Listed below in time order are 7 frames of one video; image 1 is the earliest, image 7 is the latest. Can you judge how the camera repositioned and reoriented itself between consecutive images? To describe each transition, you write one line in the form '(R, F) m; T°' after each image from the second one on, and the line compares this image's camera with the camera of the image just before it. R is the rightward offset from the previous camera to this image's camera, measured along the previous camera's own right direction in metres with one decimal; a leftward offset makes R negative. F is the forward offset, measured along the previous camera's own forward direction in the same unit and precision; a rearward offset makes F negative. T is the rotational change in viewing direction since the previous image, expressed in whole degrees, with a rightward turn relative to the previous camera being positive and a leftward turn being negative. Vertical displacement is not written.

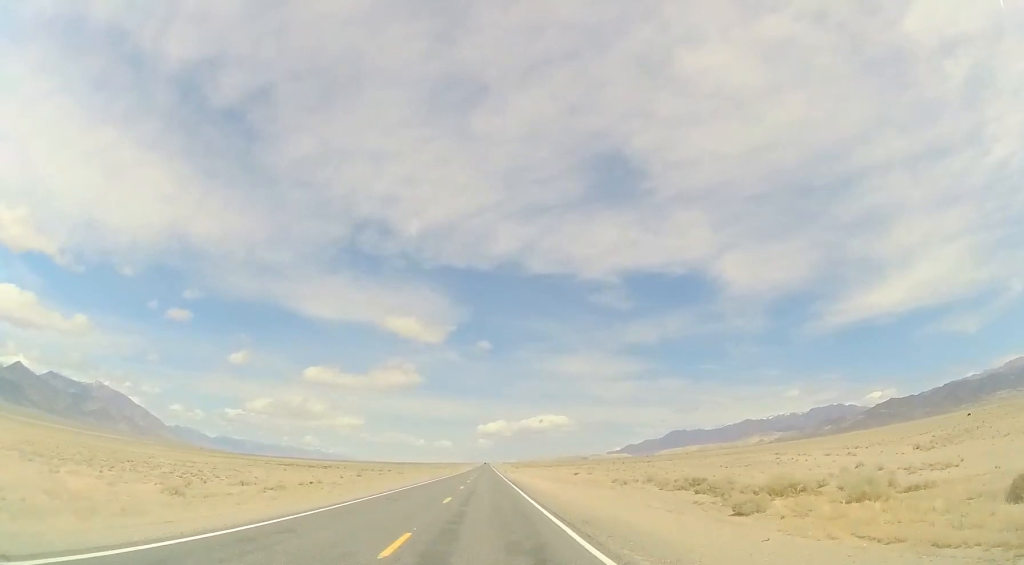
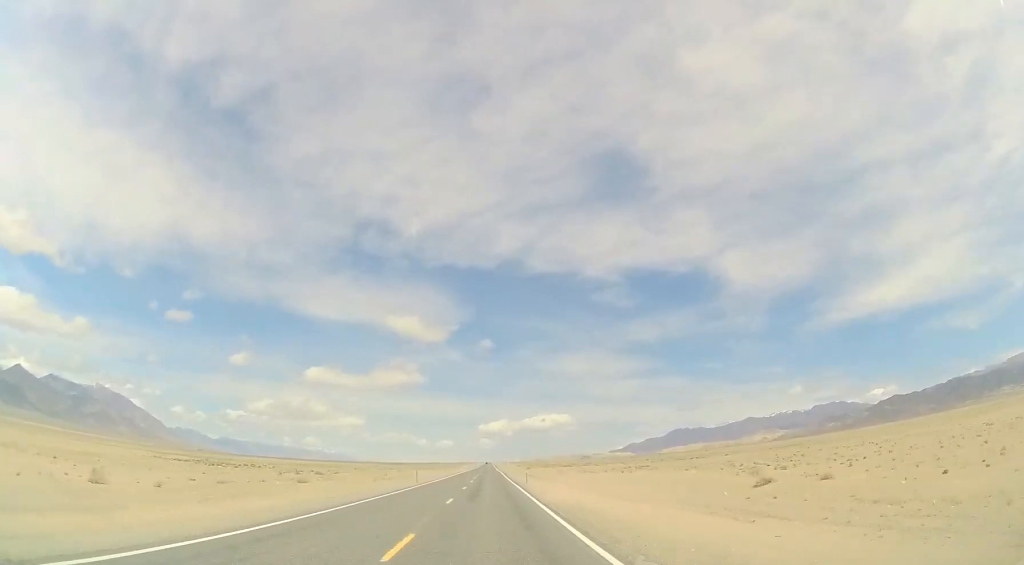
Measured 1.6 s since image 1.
(0.0, +54.5) m; 0°
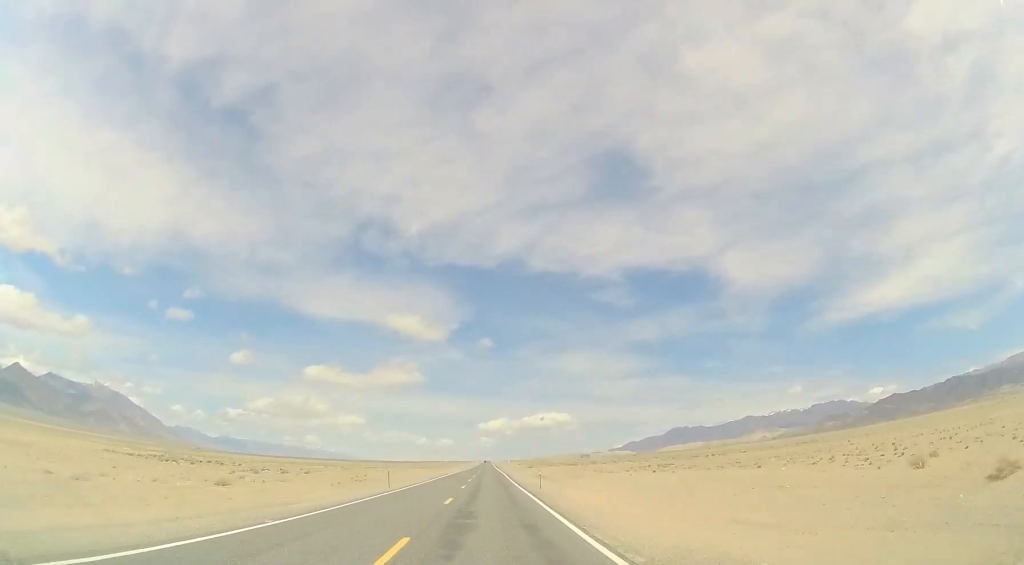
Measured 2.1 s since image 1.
(+0.2, +14.4) m; 0°
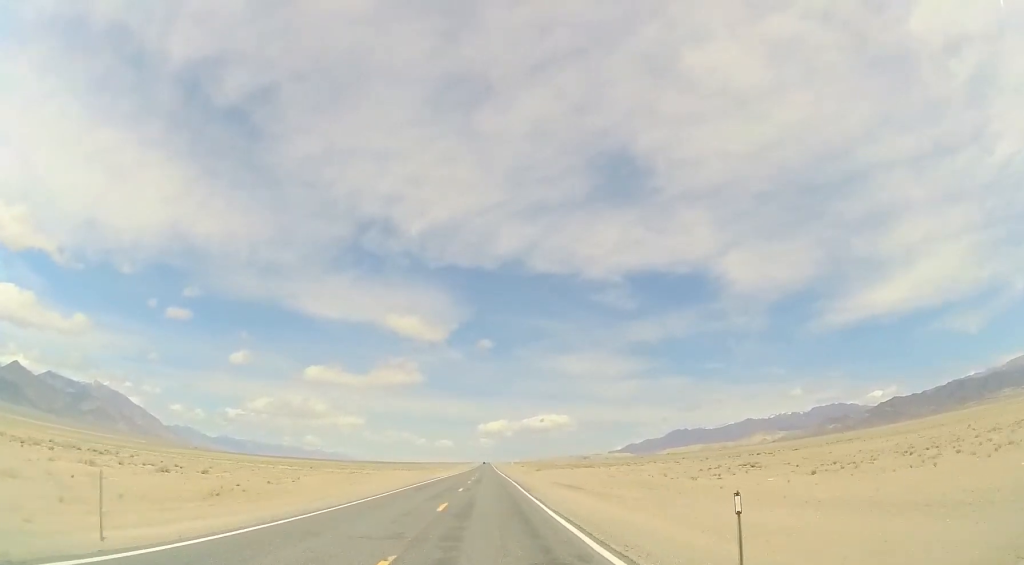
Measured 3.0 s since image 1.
(-0.5, +30.0) m; 0°
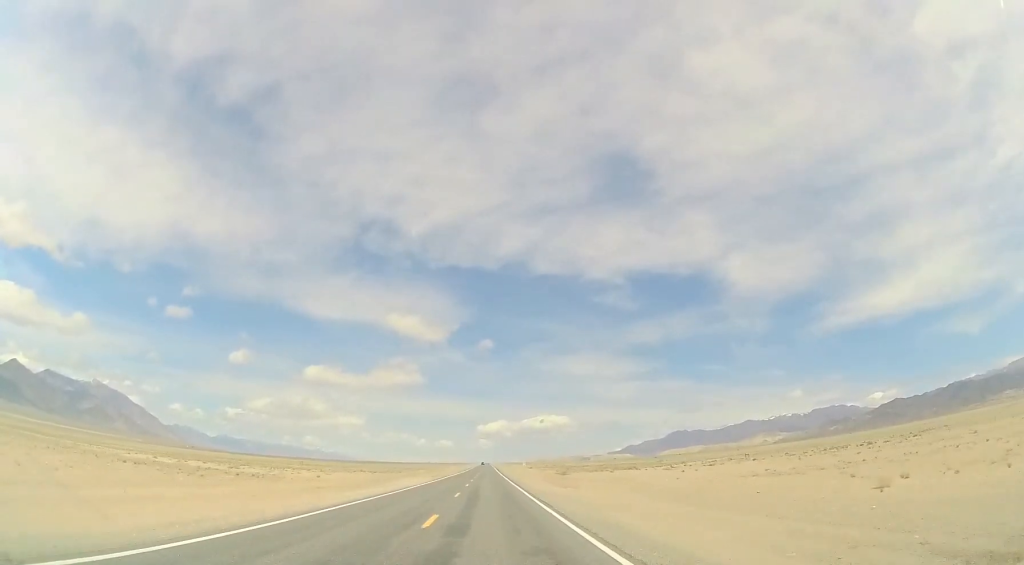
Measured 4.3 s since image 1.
(+0.5, +45.6) m; 0°
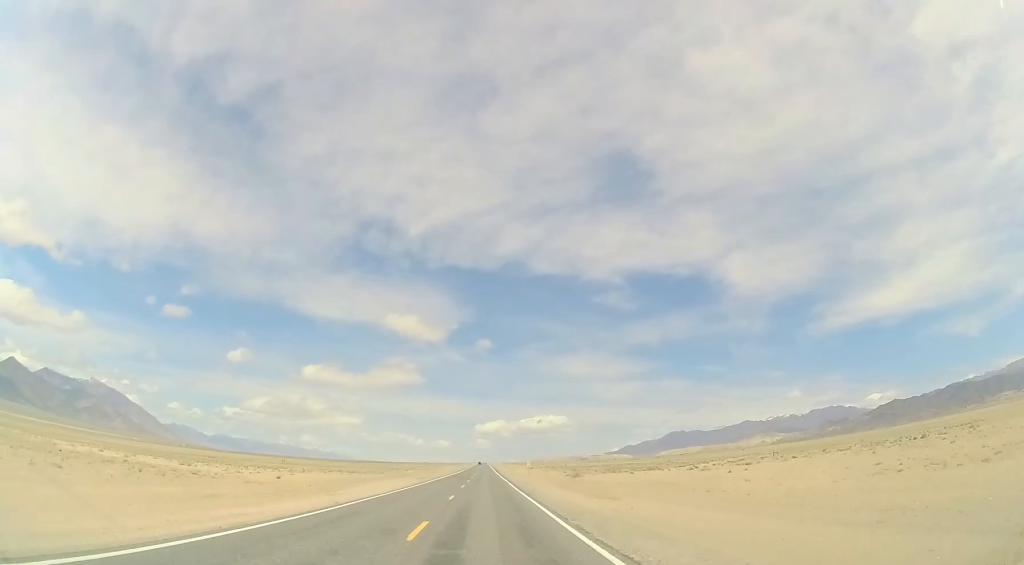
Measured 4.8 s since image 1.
(-0.4, +15.7) m; 0°
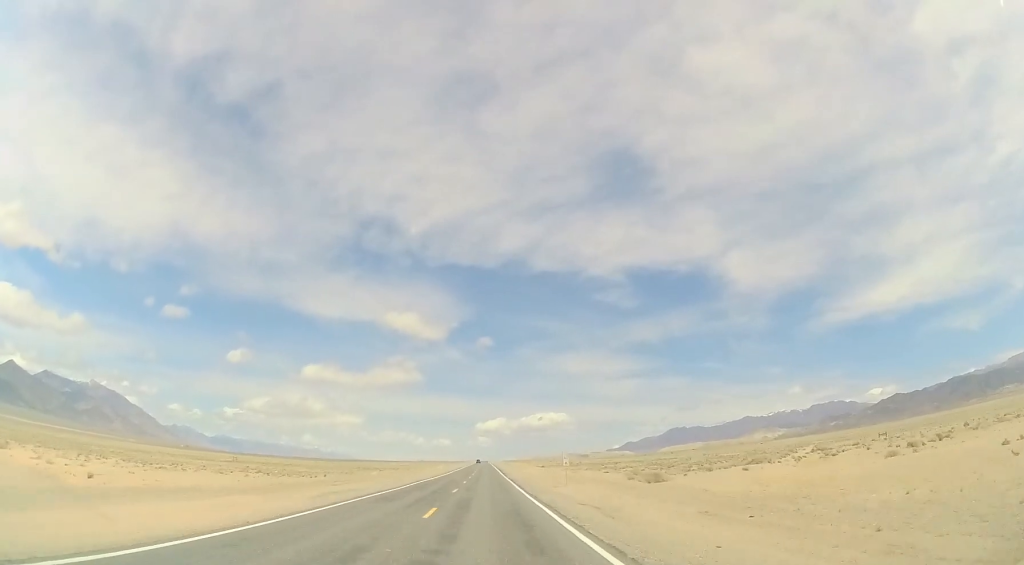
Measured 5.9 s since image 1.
(+0.6, +36.9) m; +1°
